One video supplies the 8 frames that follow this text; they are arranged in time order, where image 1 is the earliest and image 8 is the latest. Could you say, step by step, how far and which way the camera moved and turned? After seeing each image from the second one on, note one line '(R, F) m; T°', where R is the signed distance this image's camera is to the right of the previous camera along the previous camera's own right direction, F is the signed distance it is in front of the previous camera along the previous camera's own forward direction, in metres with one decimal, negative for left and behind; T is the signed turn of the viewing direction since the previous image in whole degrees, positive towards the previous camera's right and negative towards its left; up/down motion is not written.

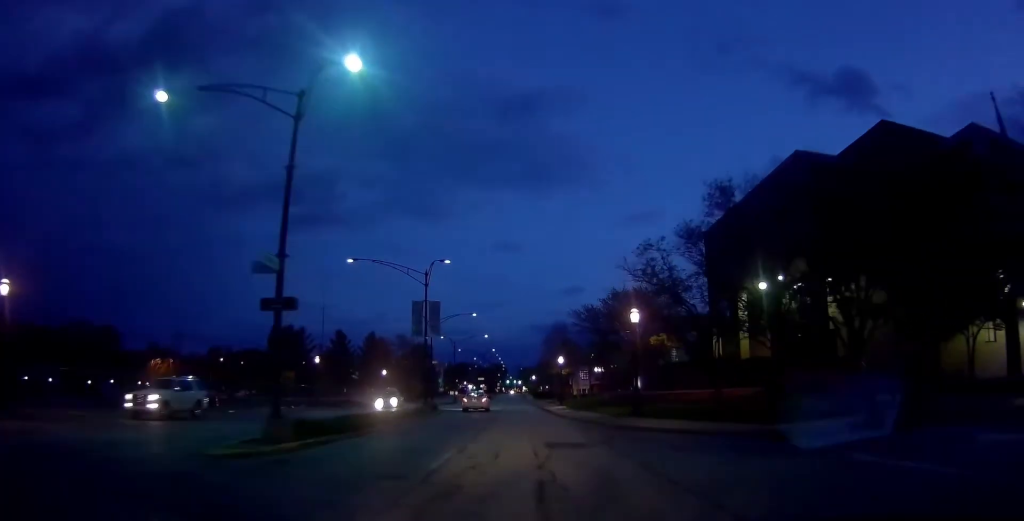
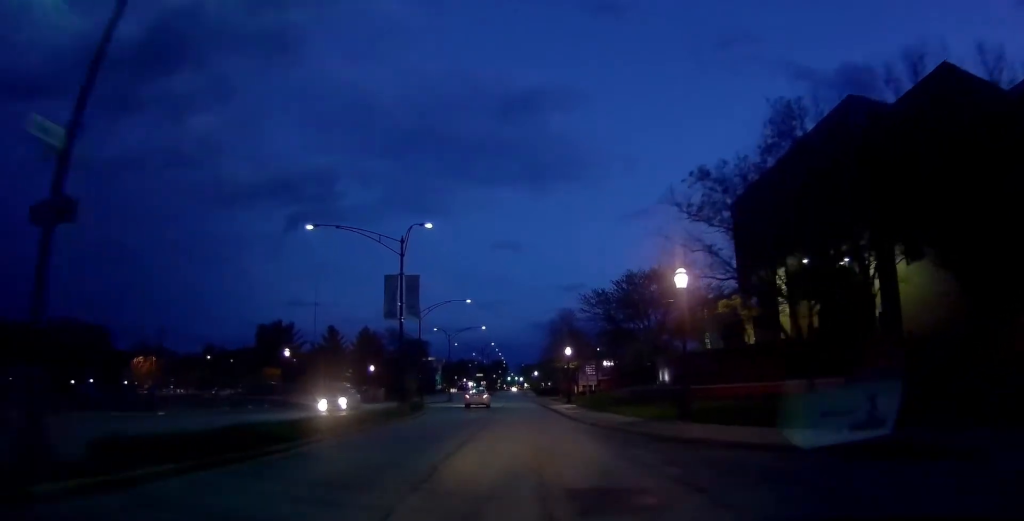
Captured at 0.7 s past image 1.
(-0.1, +7.9) m; -1°
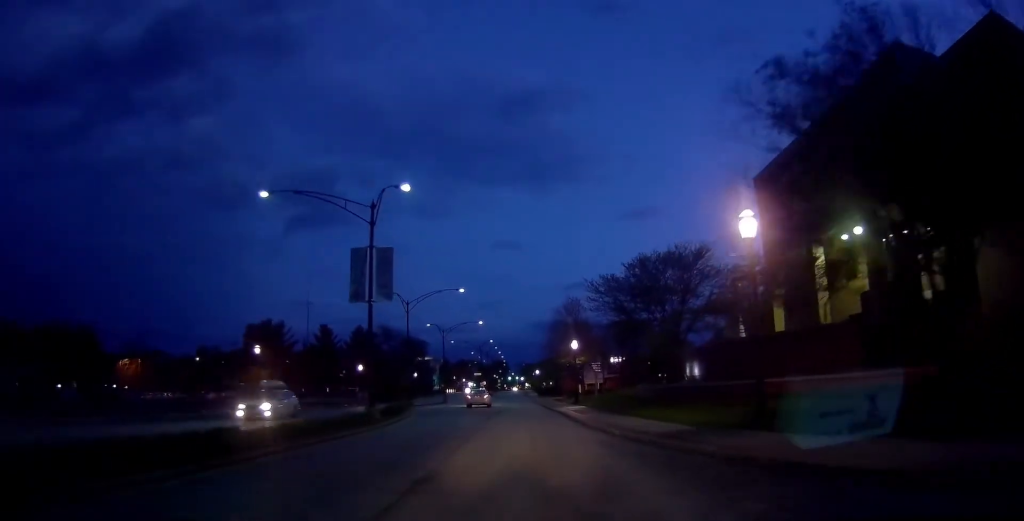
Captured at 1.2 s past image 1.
(0.0, +6.1) m; 0°
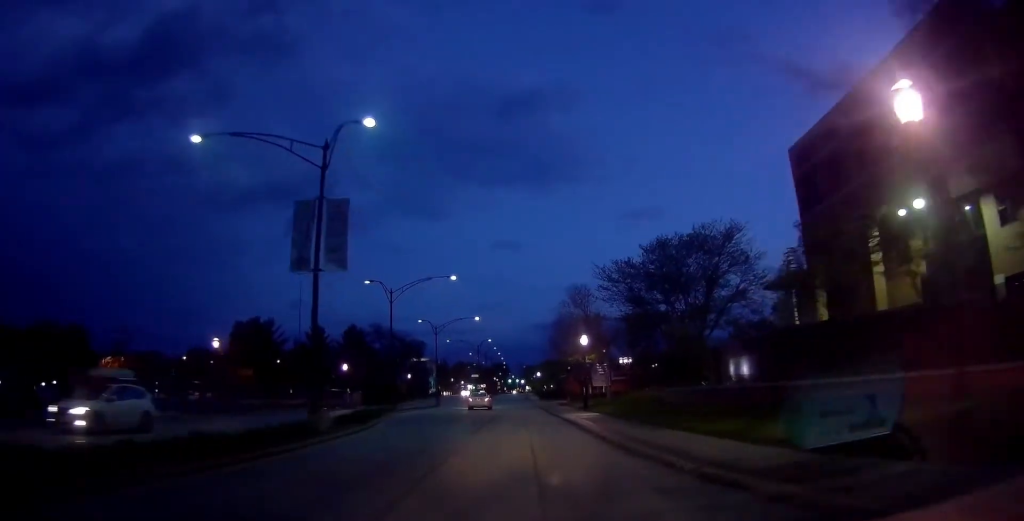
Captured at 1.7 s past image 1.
(0.0, +6.6) m; 0°
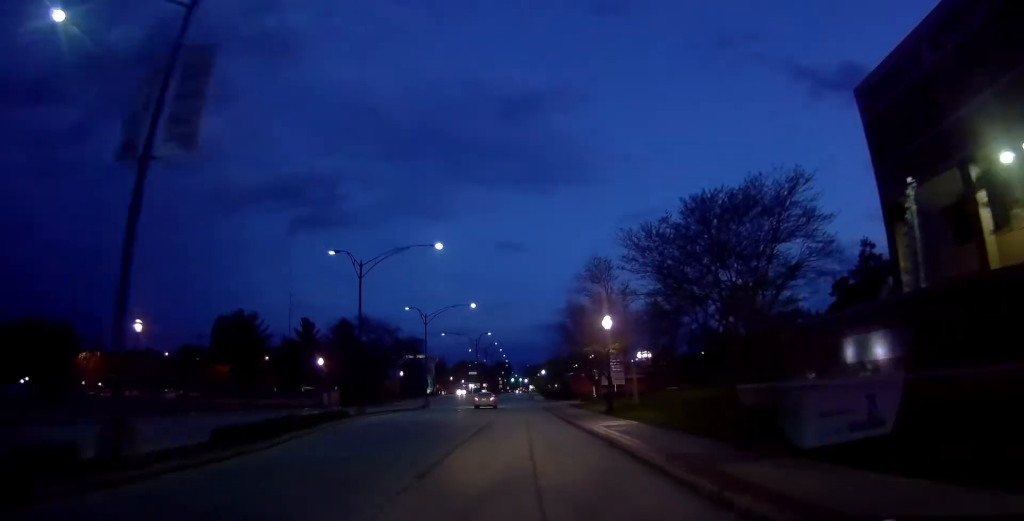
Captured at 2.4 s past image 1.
(0.0, +9.2) m; 0°
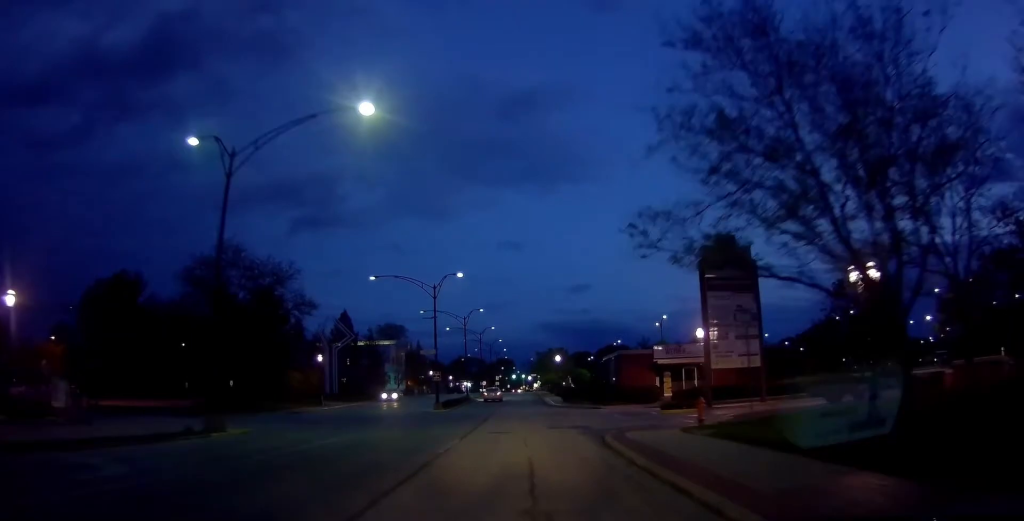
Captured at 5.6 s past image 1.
(0.0, +41.0) m; 0°
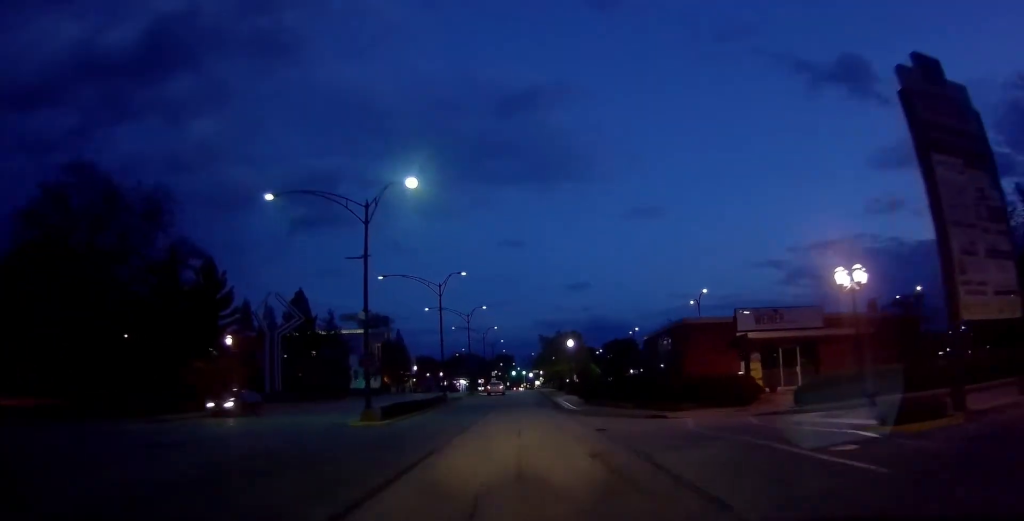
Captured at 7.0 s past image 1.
(0.0, +18.8) m; 0°
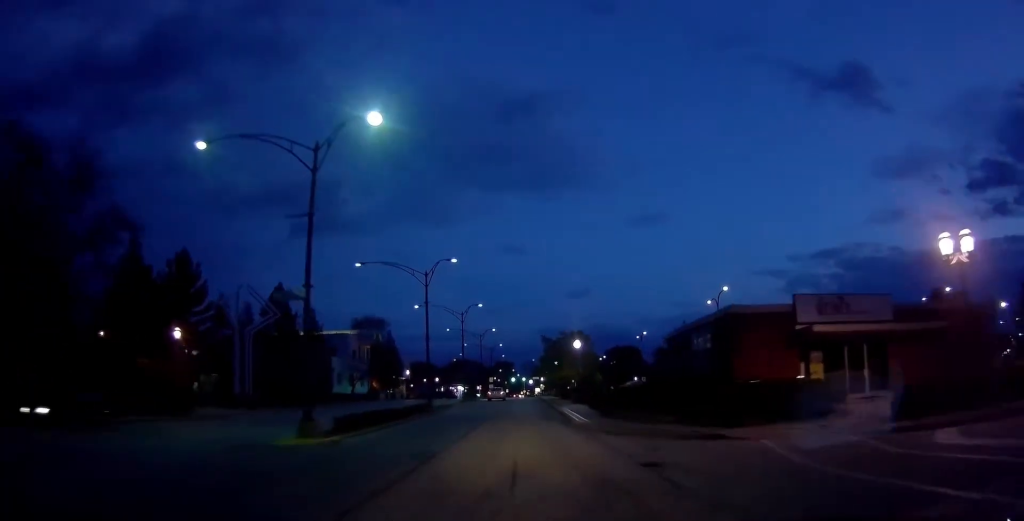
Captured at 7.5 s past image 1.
(0.0, +6.7) m; 0°
